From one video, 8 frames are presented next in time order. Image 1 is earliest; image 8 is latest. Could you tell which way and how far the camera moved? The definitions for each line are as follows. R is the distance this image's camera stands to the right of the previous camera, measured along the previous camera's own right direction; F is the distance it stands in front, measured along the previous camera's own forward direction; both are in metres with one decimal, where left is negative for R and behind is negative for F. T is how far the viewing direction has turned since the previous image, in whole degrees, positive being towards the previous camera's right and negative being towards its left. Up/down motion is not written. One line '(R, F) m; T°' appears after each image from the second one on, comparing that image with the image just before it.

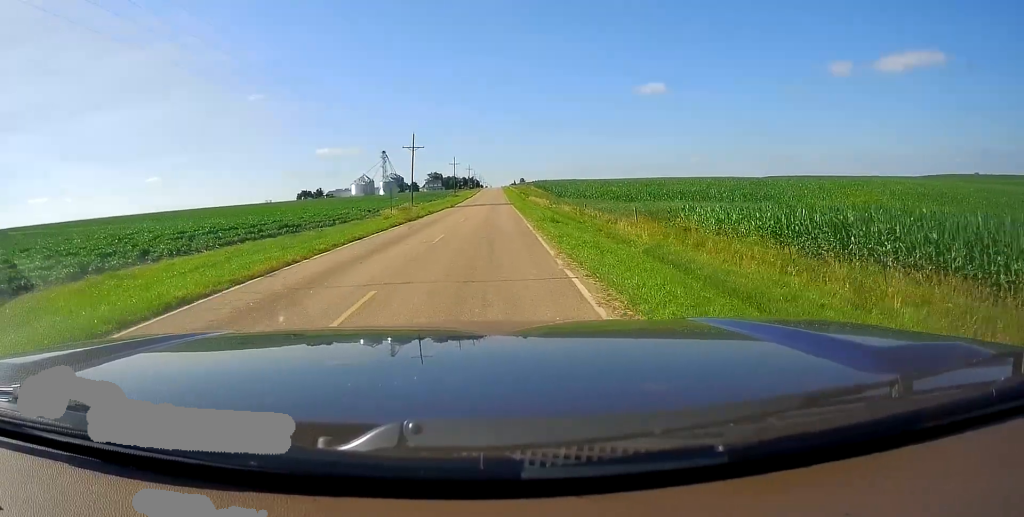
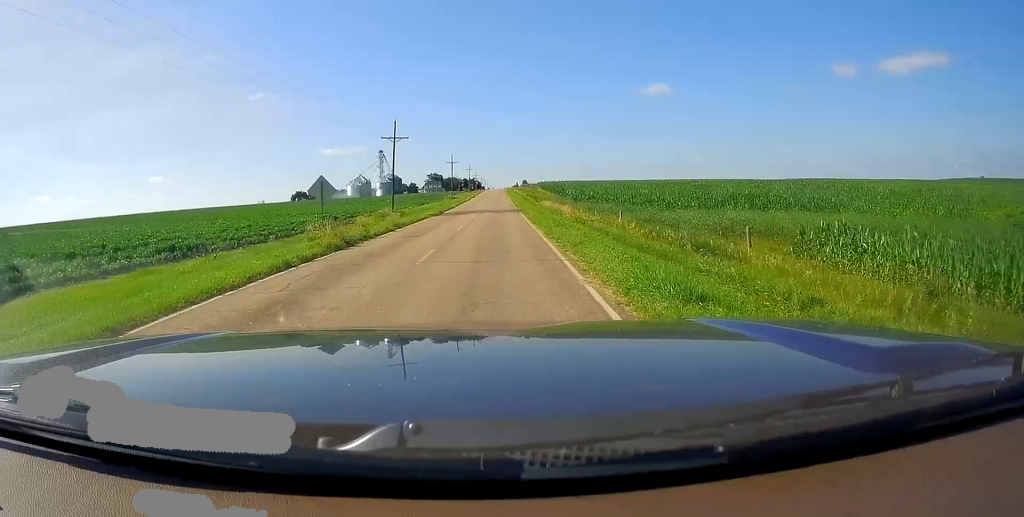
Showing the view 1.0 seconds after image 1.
(0.0, +16.0) m; 0°
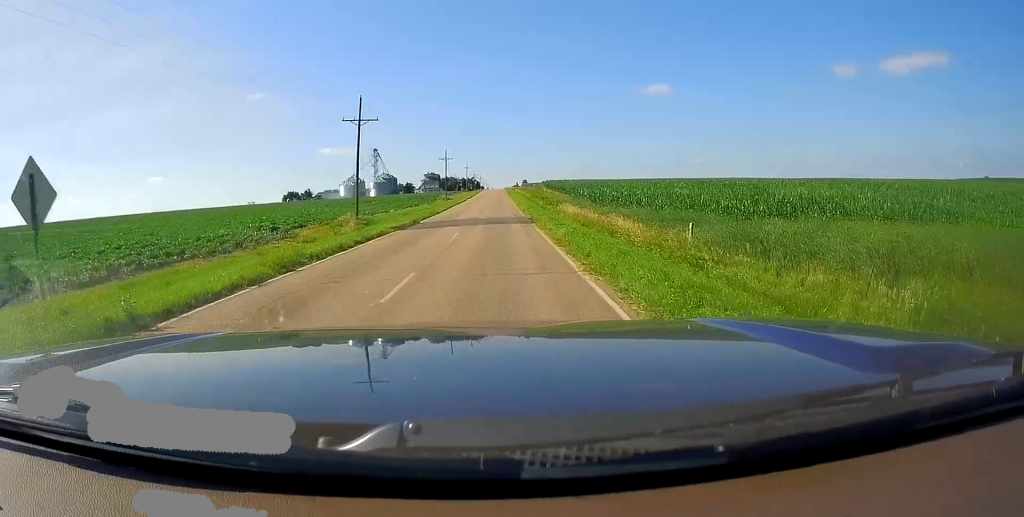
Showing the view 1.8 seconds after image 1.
(0.0, +15.6) m; 0°
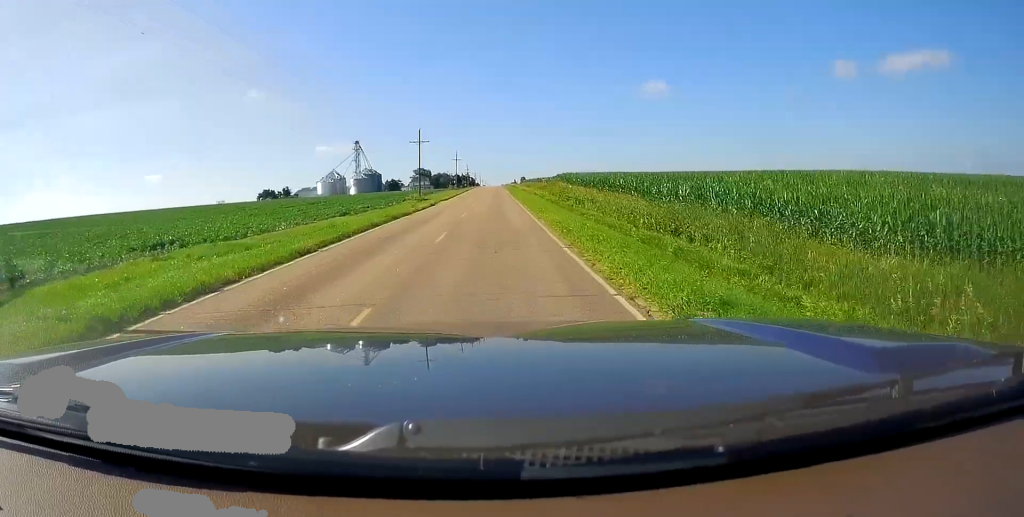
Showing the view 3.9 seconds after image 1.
(0.0, +38.6) m; 0°
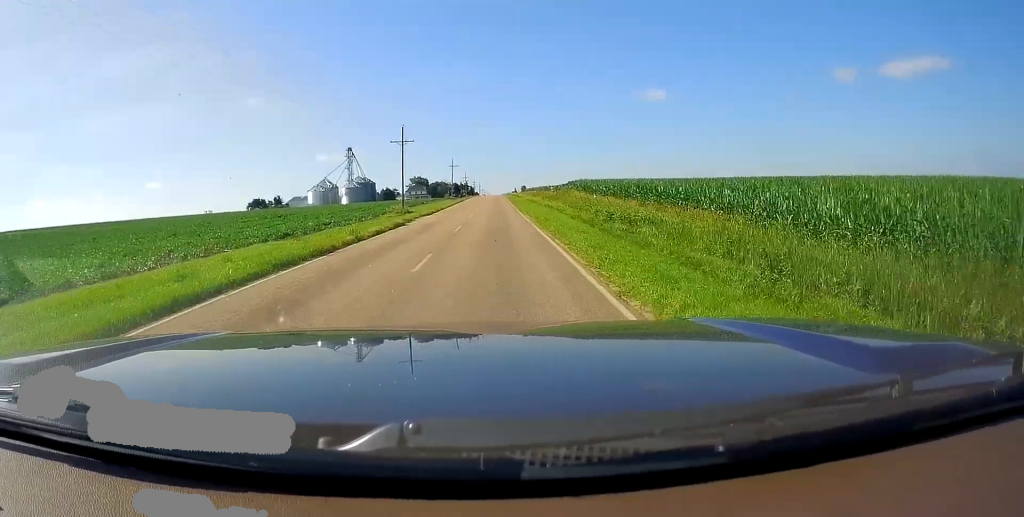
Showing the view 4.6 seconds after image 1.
(0.0, +16.0) m; 0°
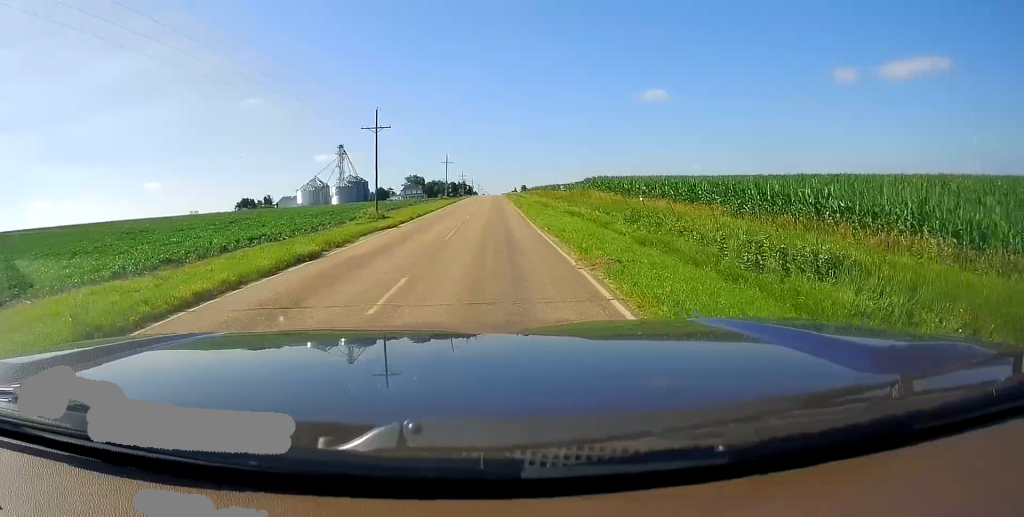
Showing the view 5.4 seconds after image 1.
(0.0, +15.7) m; 0°
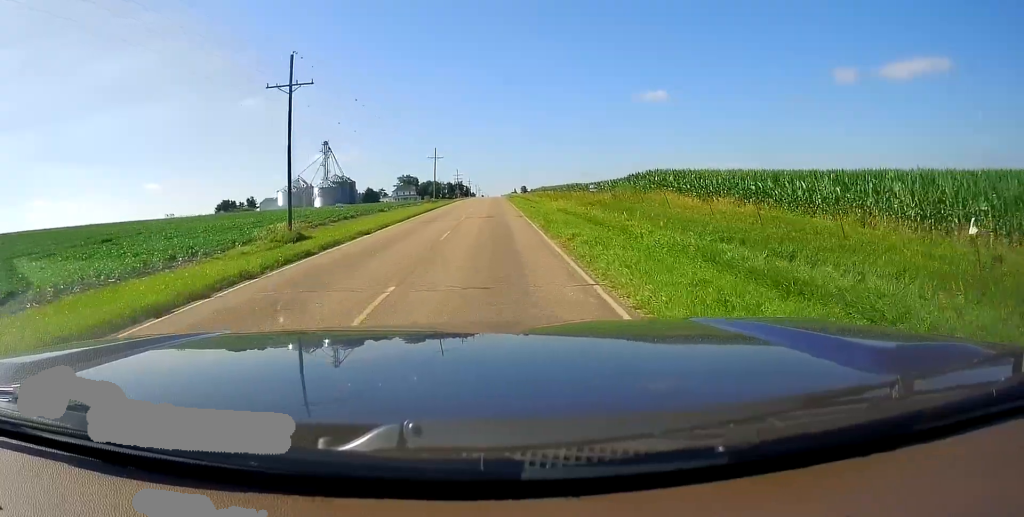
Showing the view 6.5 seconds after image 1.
(0.0, +24.7) m; 0°
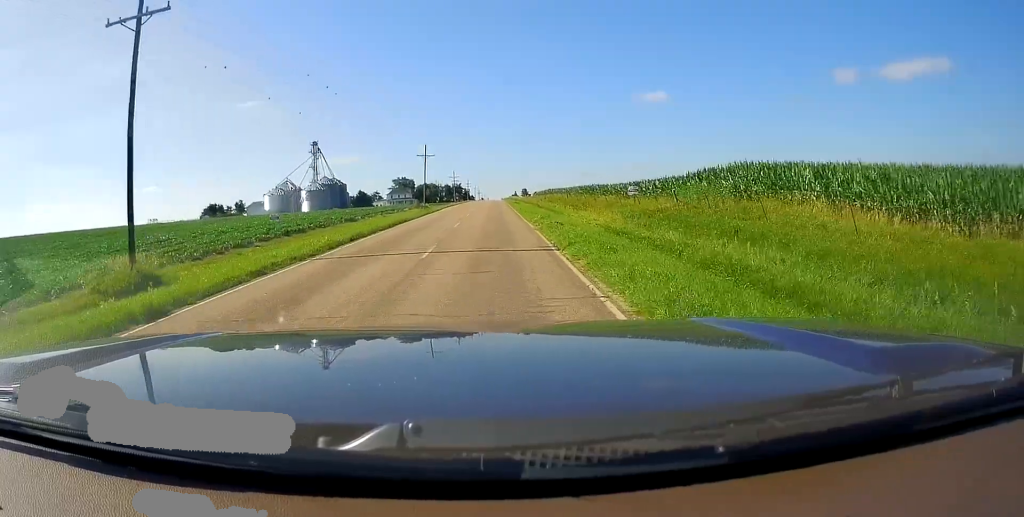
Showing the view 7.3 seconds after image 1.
(0.0, +16.0) m; -1°
